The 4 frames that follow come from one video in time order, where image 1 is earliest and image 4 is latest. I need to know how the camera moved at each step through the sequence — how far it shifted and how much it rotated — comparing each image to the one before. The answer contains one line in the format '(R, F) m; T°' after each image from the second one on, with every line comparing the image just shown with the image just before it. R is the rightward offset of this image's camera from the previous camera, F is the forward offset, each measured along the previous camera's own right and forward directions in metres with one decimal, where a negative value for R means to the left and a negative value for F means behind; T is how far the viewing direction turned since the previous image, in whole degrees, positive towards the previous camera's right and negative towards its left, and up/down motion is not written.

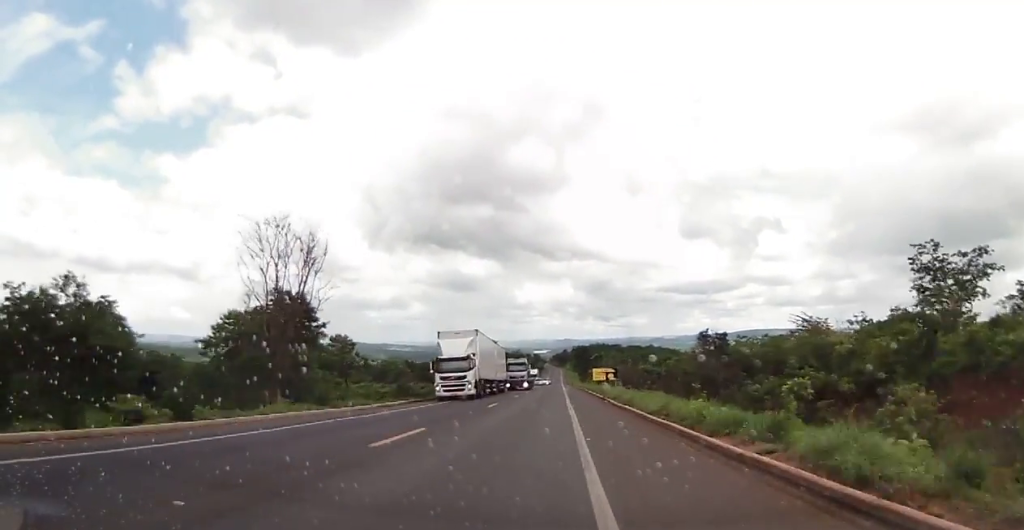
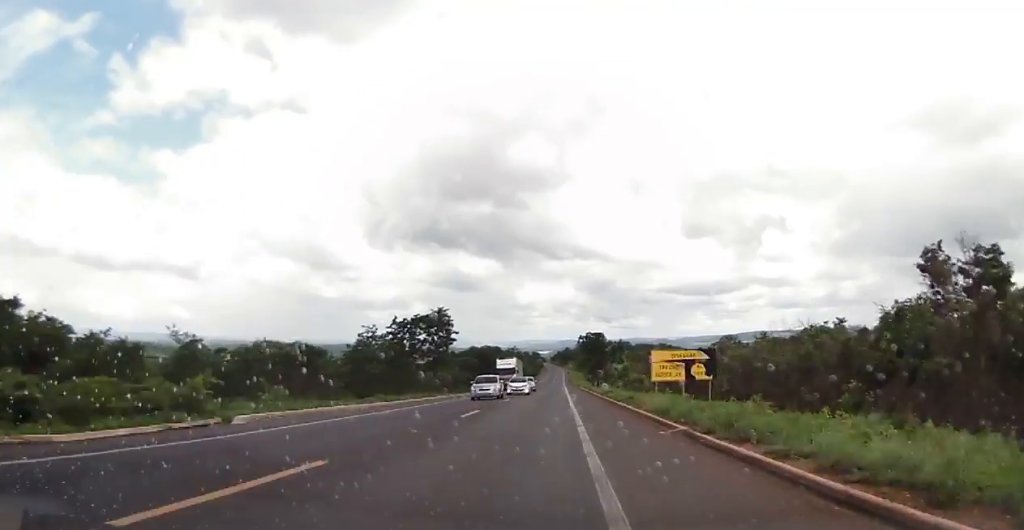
(+1.5, +58.7) m; +1°
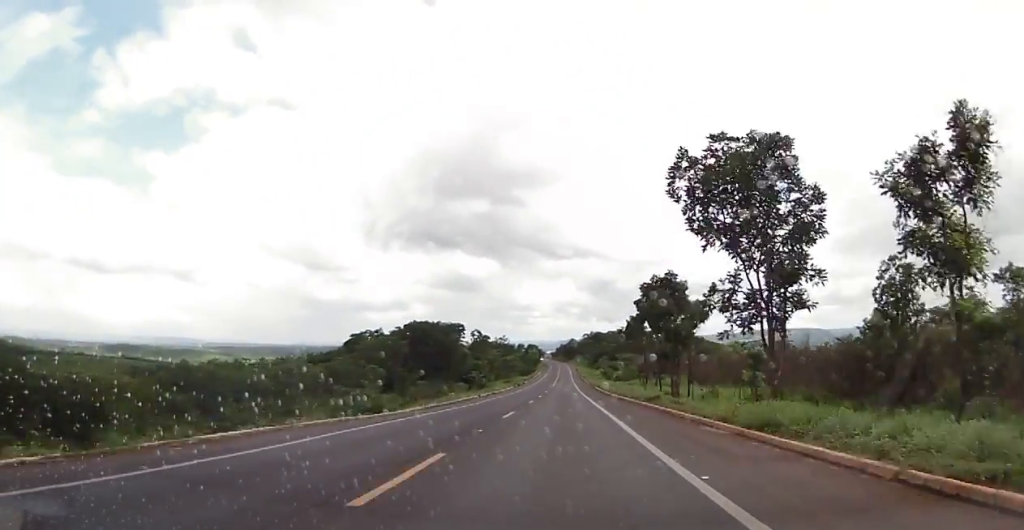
(-1.8, +110.2) m; -1°
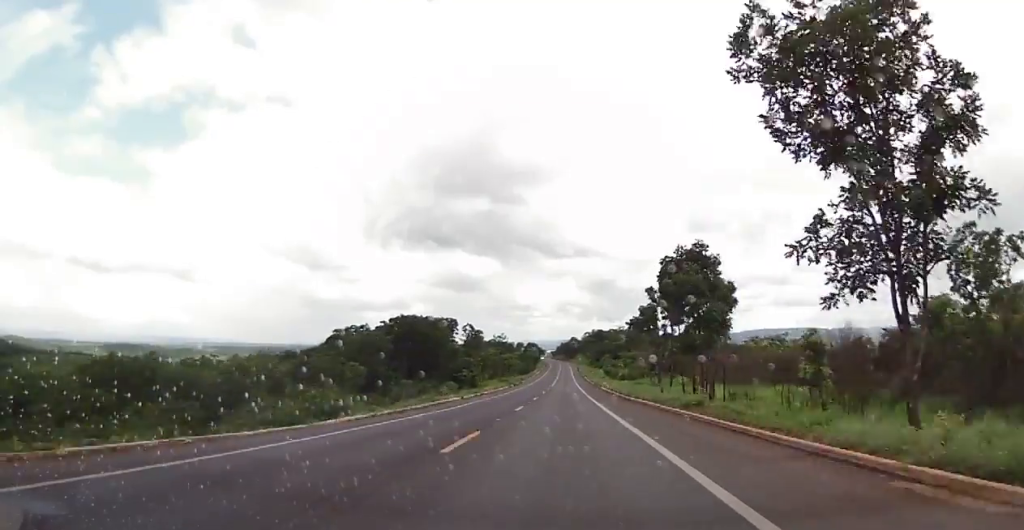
(+0.1, +11.2) m; 0°
